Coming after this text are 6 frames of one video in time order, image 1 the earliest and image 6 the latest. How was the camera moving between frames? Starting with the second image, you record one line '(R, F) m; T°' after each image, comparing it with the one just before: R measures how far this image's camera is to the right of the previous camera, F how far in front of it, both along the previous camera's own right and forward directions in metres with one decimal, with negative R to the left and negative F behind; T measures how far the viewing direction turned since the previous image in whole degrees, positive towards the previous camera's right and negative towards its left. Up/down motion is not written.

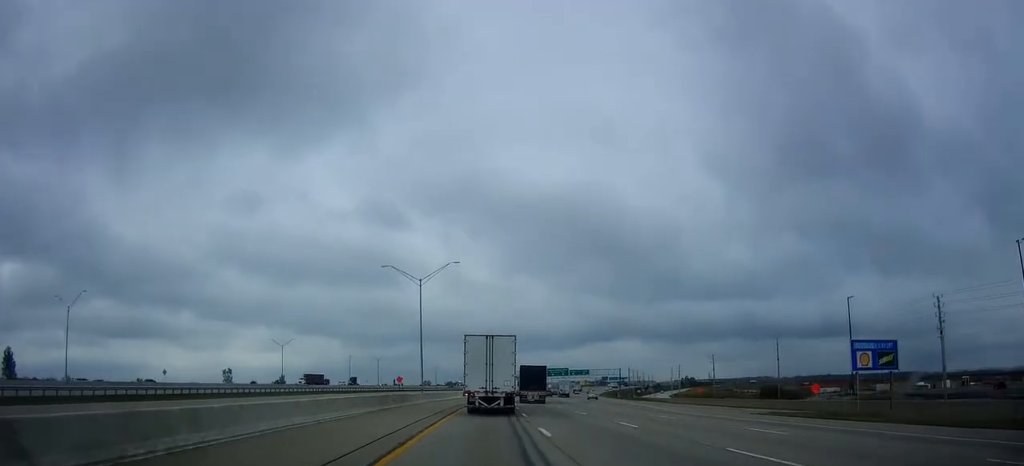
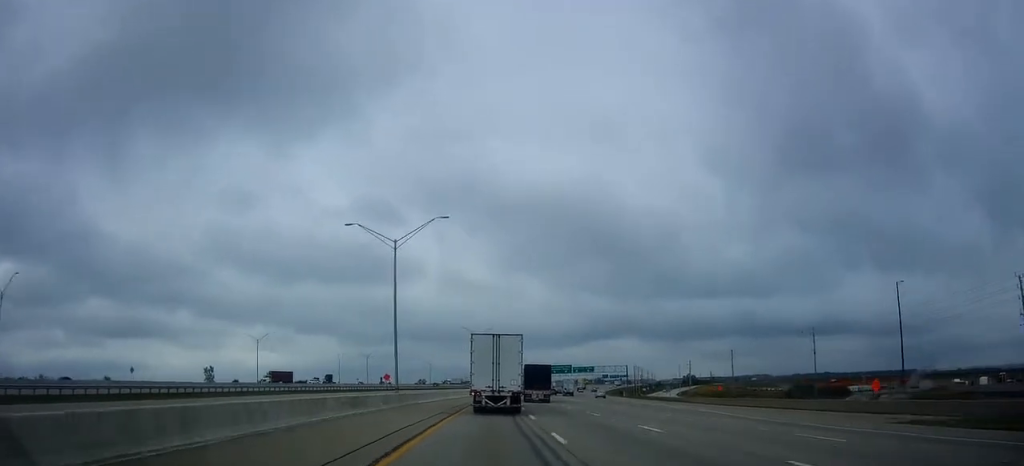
(0.0, +14.7) m; 0°
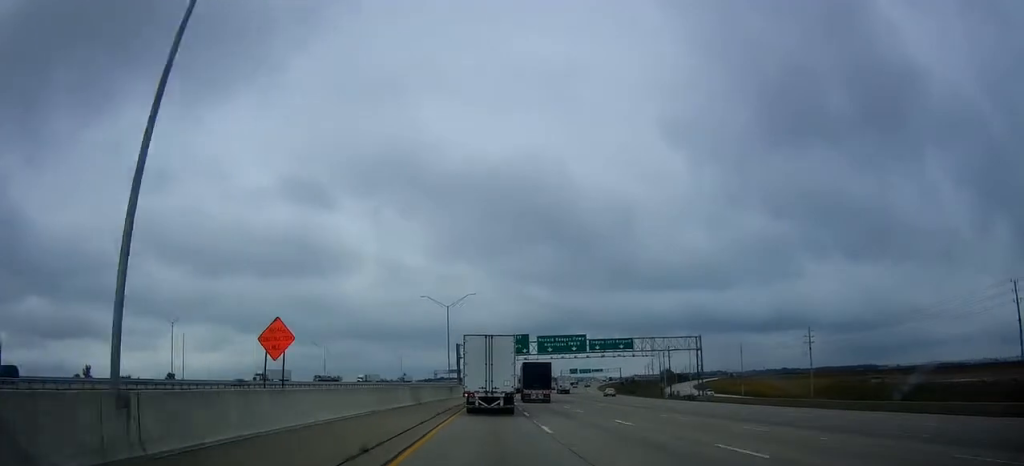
(+4.3, +105.4) m; +7°
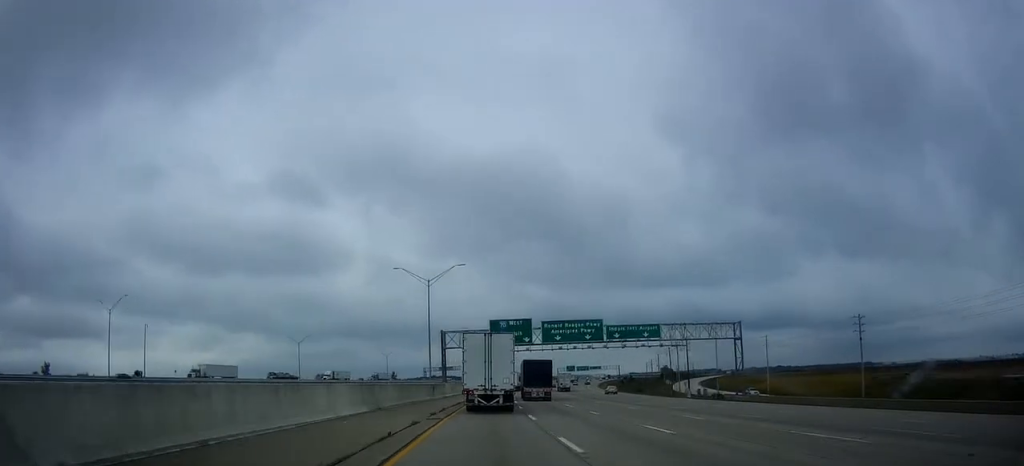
(+0.2, +18.0) m; +1°
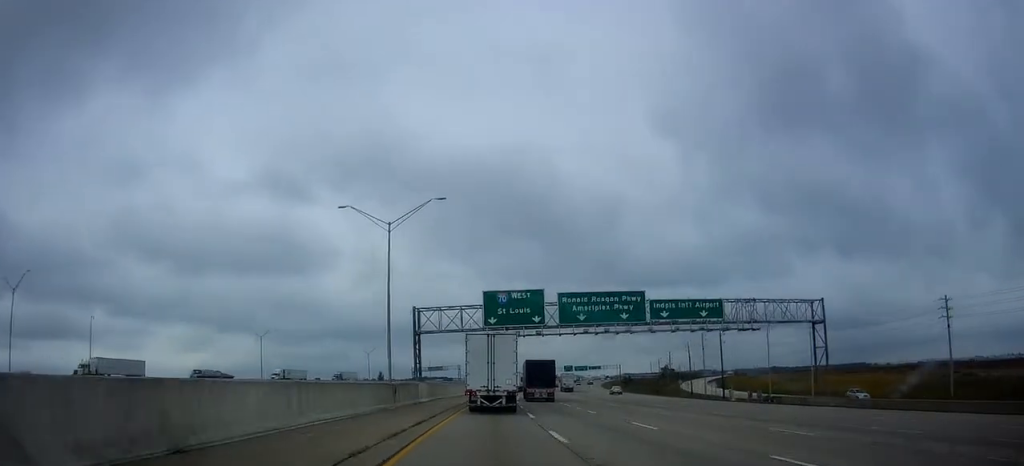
(+0.4, +22.3) m; +1°
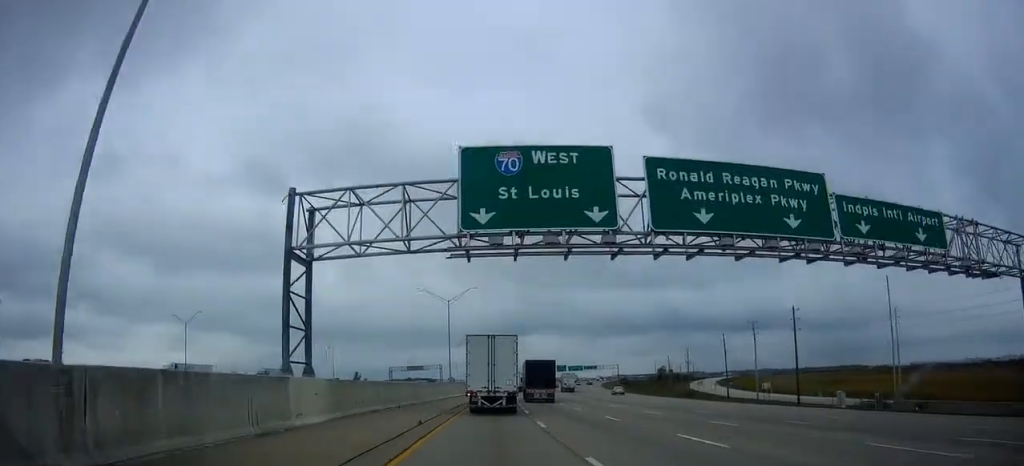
(-0.2, +30.8) m; 0°
